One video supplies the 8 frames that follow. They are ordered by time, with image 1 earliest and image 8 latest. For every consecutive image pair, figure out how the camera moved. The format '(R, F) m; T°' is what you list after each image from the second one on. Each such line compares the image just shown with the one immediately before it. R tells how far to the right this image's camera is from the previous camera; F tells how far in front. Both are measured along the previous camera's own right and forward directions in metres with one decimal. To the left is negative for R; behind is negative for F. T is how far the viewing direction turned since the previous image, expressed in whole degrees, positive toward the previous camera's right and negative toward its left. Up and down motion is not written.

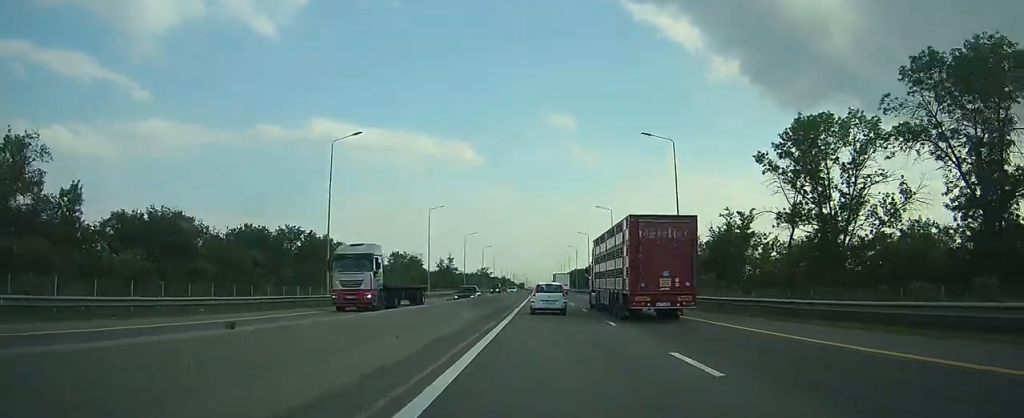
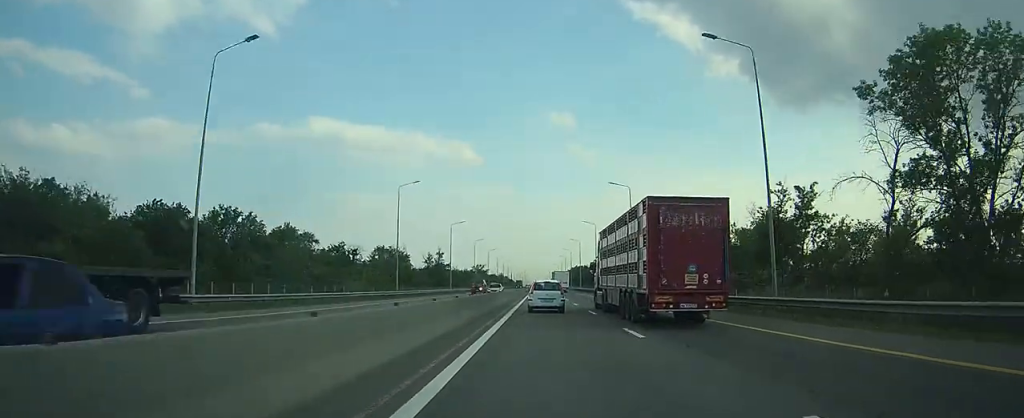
(+0.1, +17.9) m; 0°
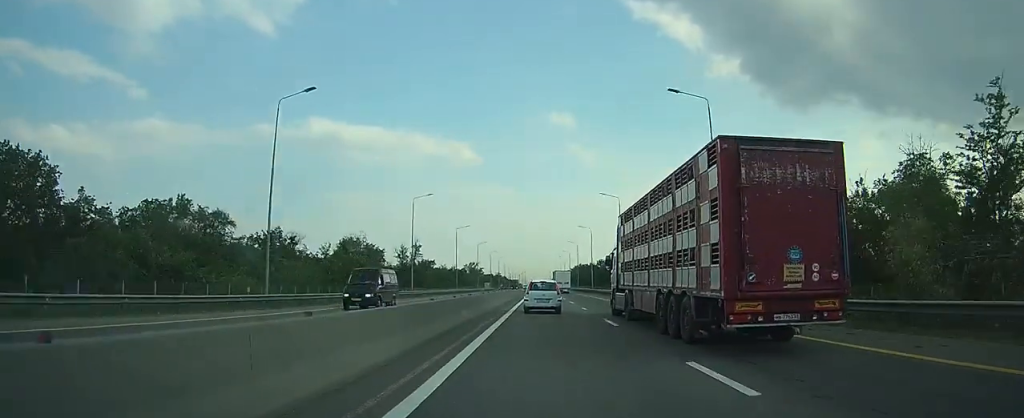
(0.0, +32.1) m; 0°
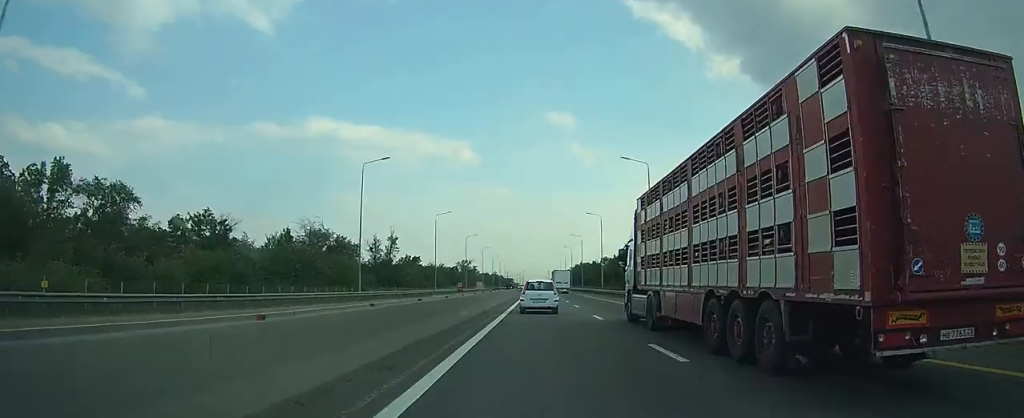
(0.0, +21.1) m; 0°
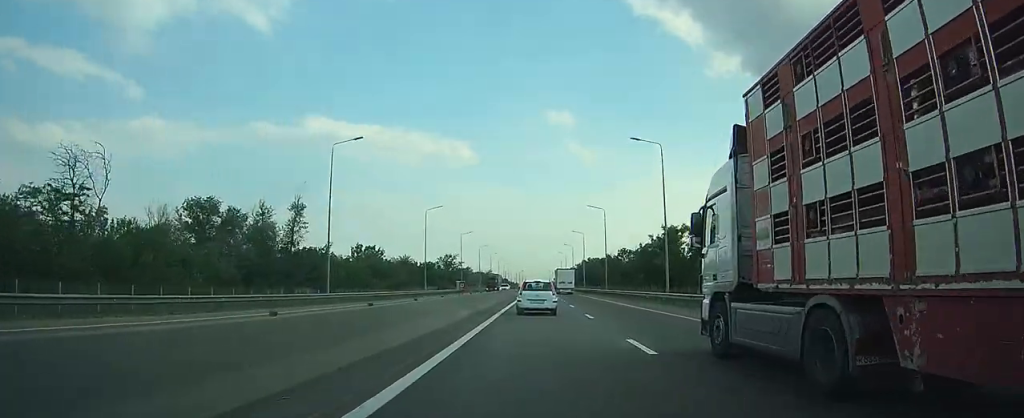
(-0.1, +47.3) m; 0°
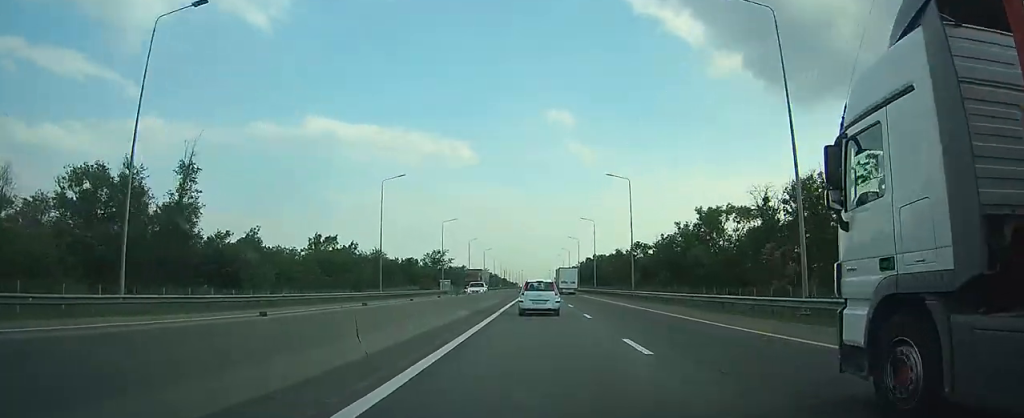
(0.0, +24.1) m; 0°
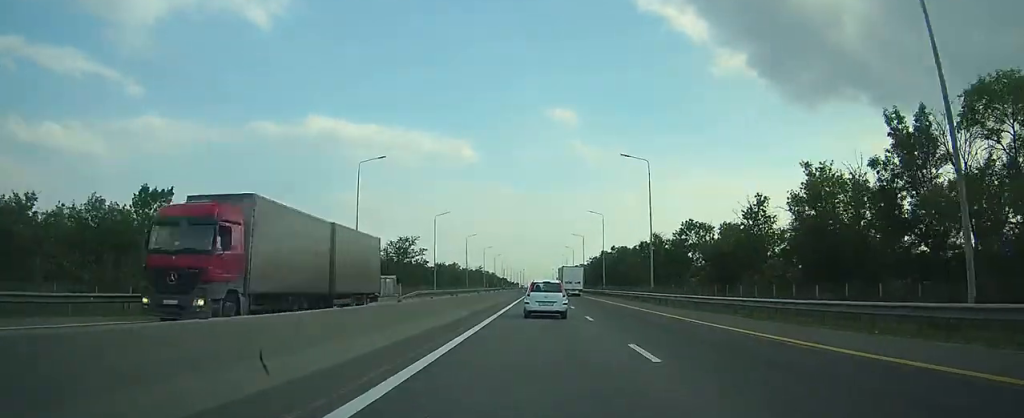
(+0.1, +49.1) m; 0°
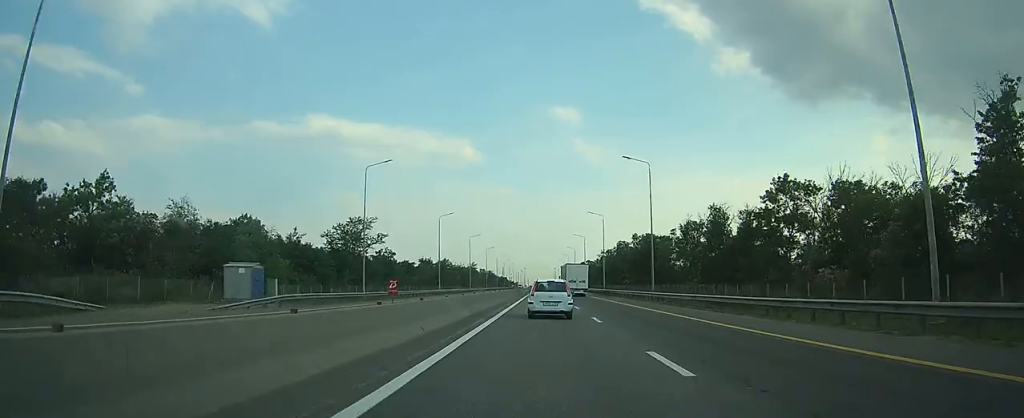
(0.0, +37.9) m; 0°
